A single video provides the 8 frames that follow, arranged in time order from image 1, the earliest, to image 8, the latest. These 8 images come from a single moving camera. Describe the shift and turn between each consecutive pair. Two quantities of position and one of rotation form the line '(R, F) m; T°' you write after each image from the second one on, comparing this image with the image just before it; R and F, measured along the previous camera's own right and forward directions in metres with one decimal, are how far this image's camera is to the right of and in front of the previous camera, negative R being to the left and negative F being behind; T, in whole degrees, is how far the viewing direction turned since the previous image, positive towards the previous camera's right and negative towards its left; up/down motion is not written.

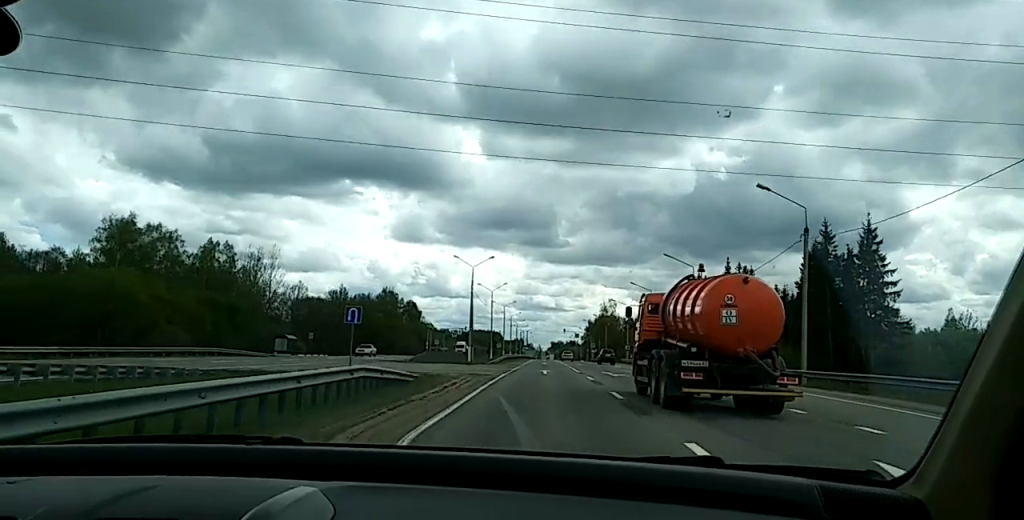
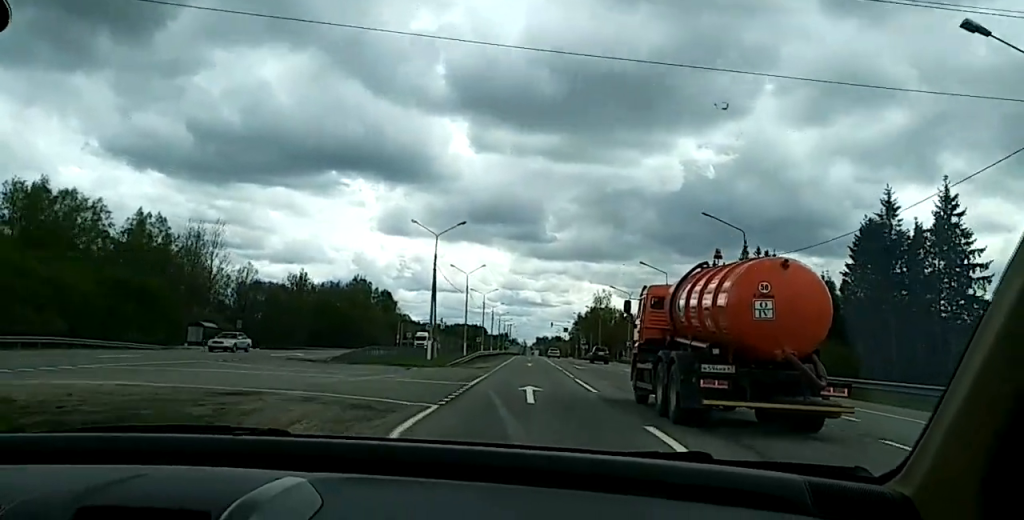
(-0.2, +22.2) m; 0°
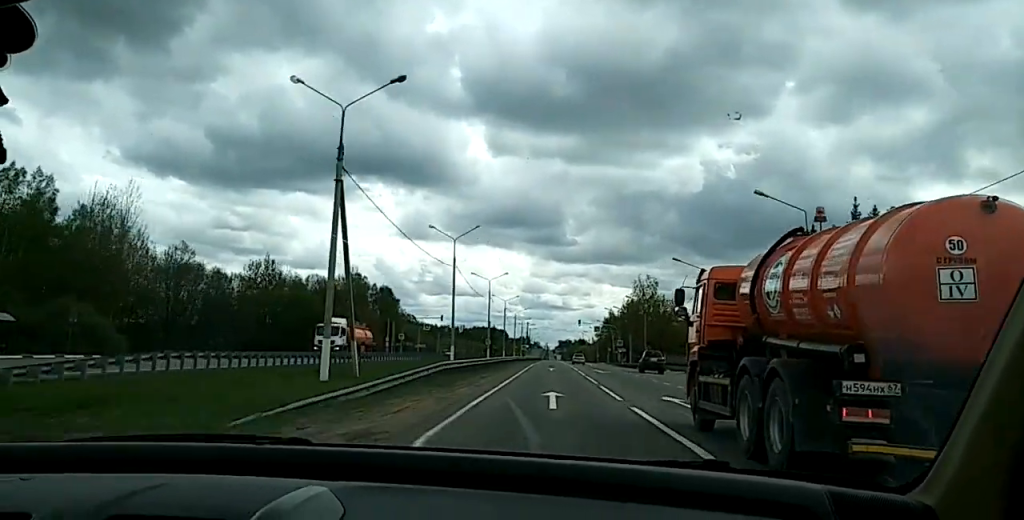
(-0.1, +37.6) m; 0°
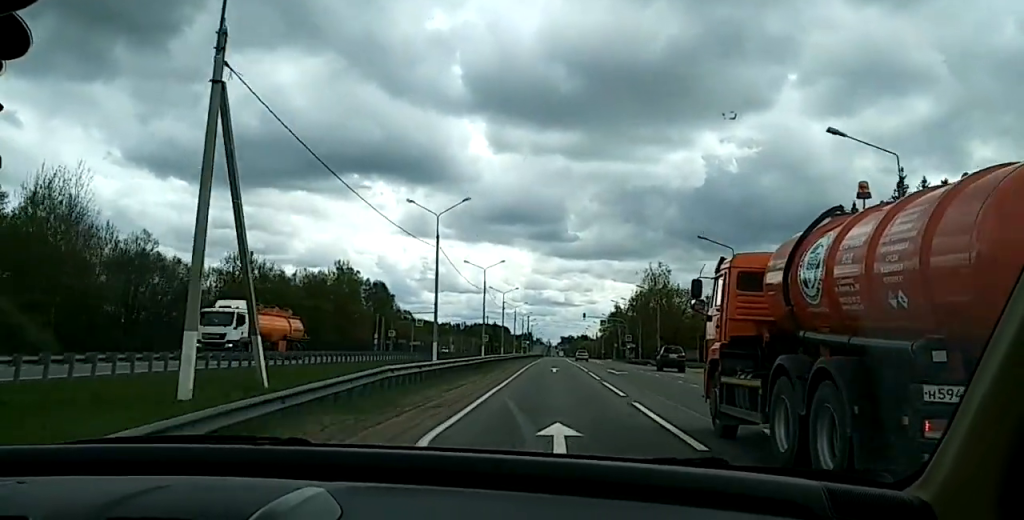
(0.0, +11.7) m; 0°
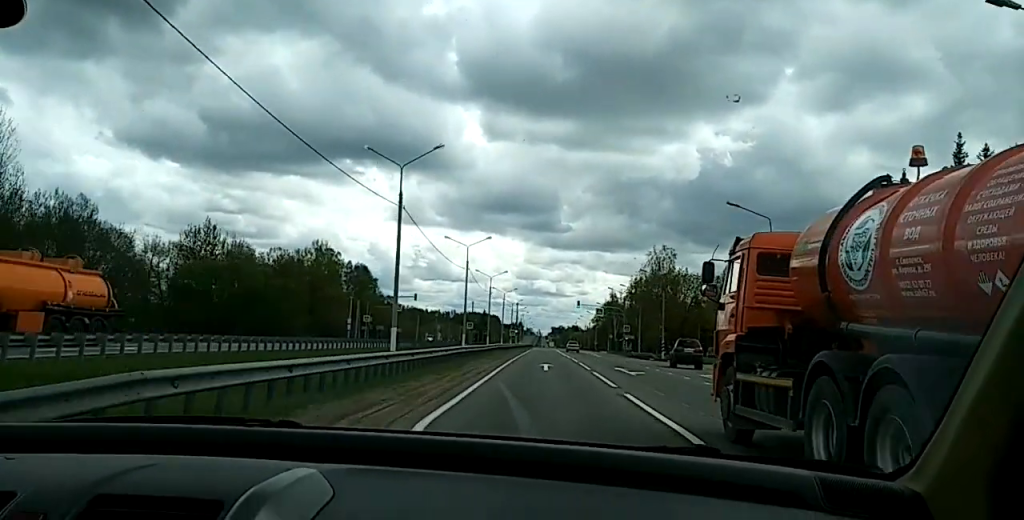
(-0.1, +12.5) m; 0°
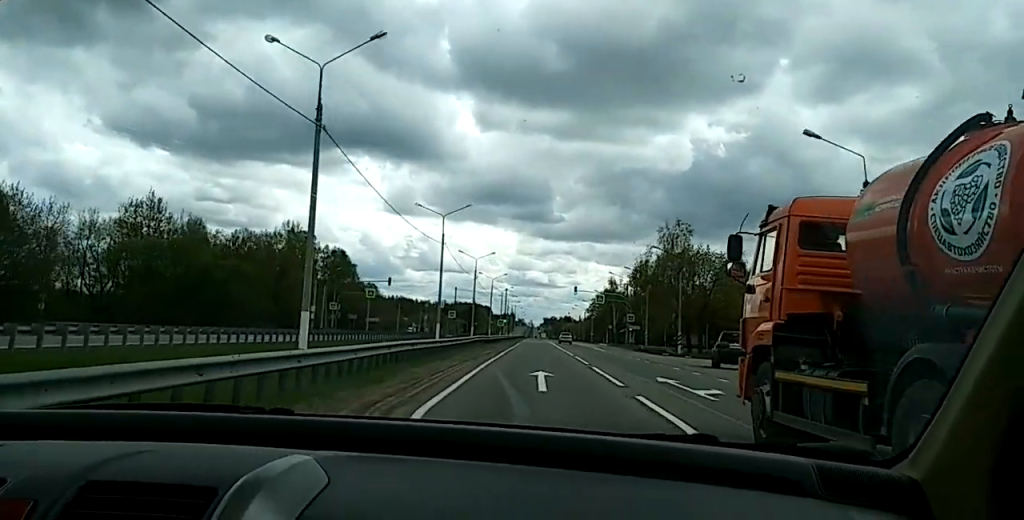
(-0.2, +15.4) m; 0°
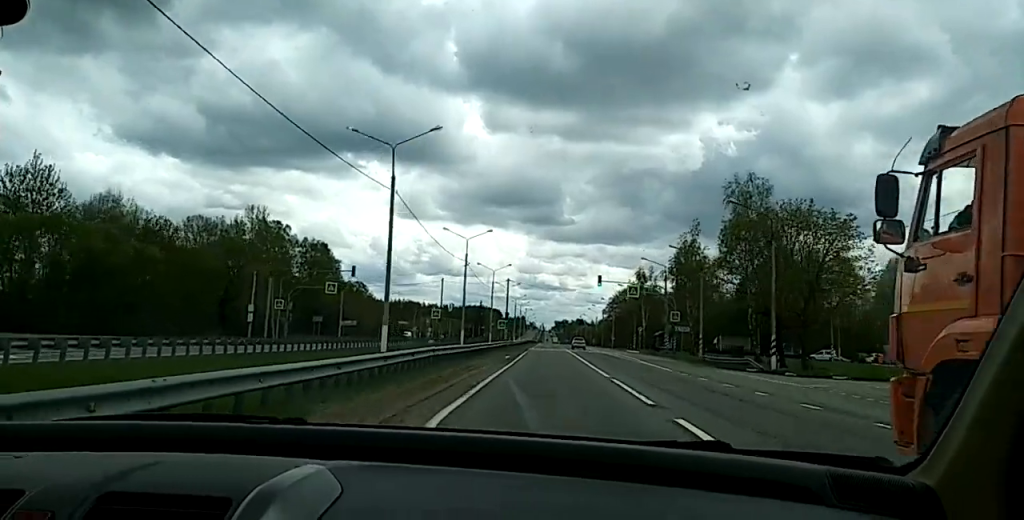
(+0.3, +26.7) m; +1°
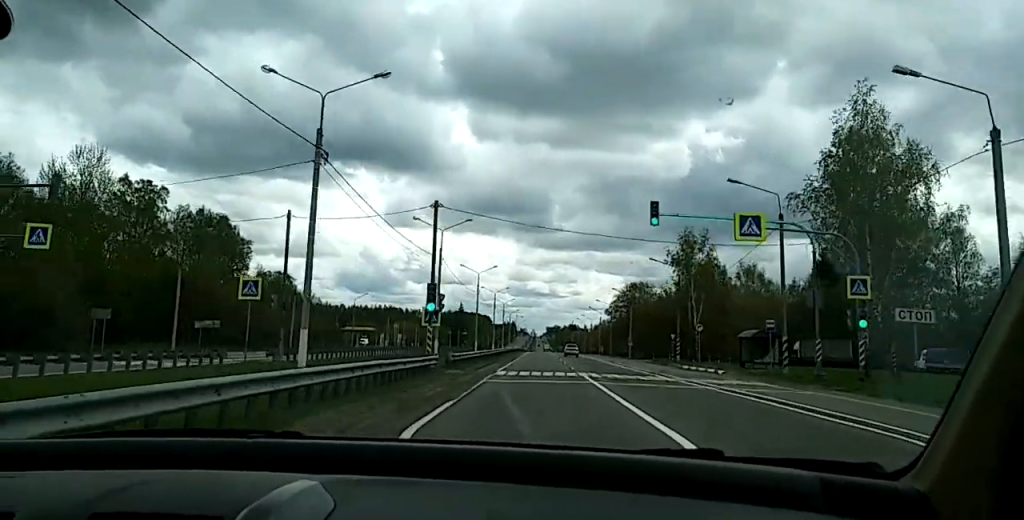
(0.0, +48.5) m; 0°
